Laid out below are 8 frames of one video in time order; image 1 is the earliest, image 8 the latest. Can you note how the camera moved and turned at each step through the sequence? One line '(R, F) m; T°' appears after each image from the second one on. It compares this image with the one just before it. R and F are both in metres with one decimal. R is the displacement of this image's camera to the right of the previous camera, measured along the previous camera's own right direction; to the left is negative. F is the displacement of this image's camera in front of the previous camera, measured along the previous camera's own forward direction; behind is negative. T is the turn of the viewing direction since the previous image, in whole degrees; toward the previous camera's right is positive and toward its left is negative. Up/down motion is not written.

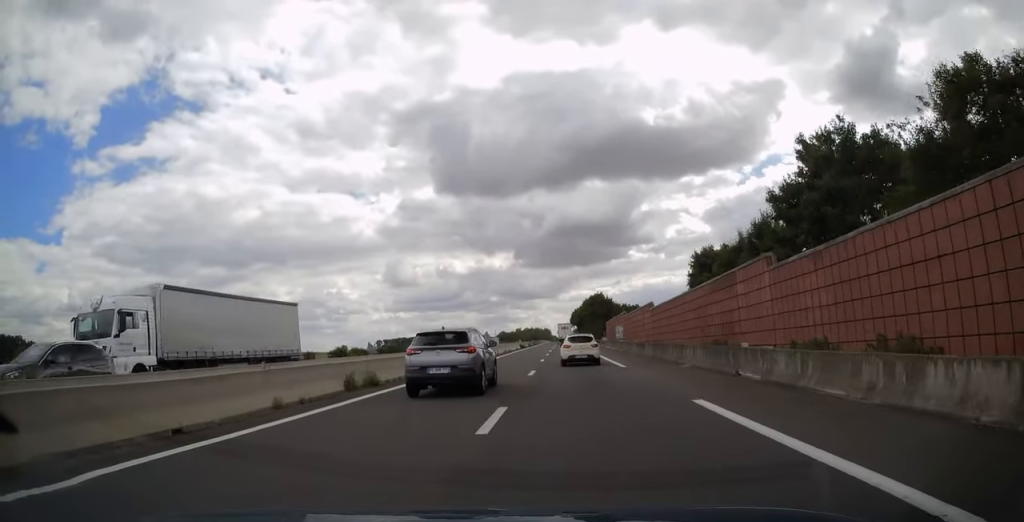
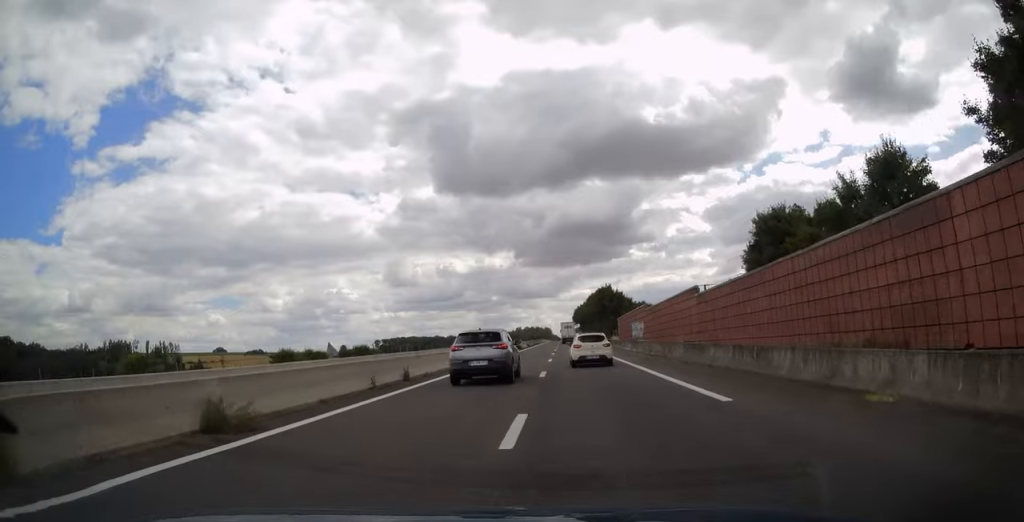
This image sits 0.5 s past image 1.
(-0.1, +14.0) m; 0°
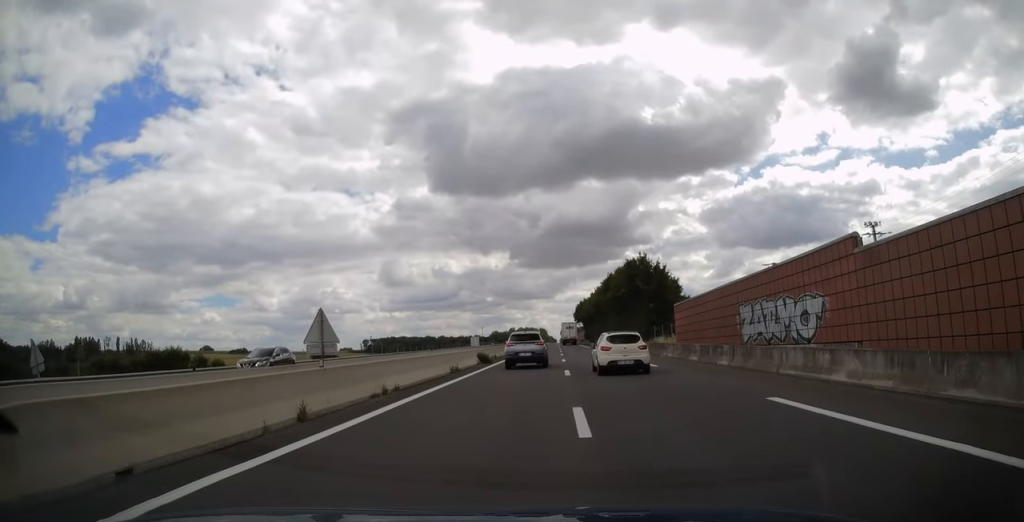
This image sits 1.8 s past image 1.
(-0.1, +37.4) m; 0°
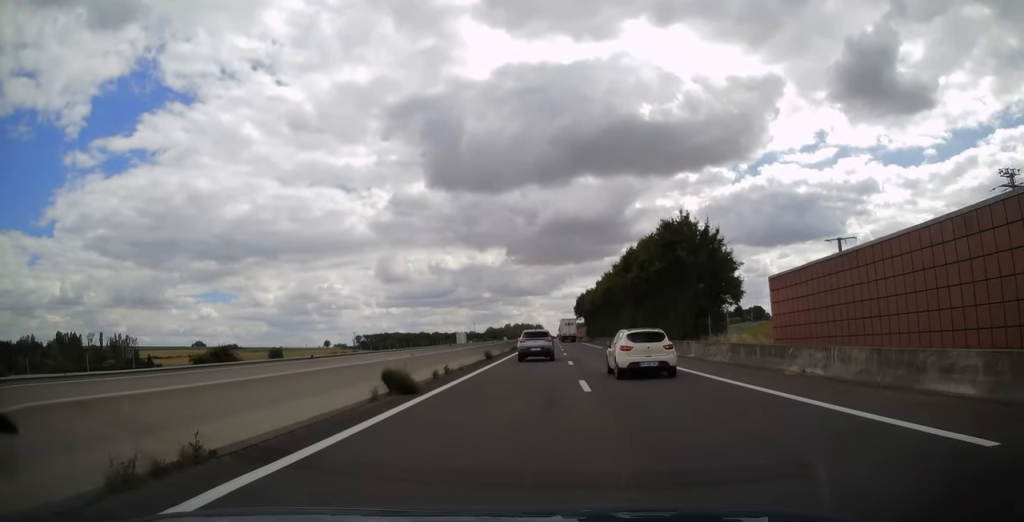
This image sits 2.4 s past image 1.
(0.0, +19.7) m; 0°
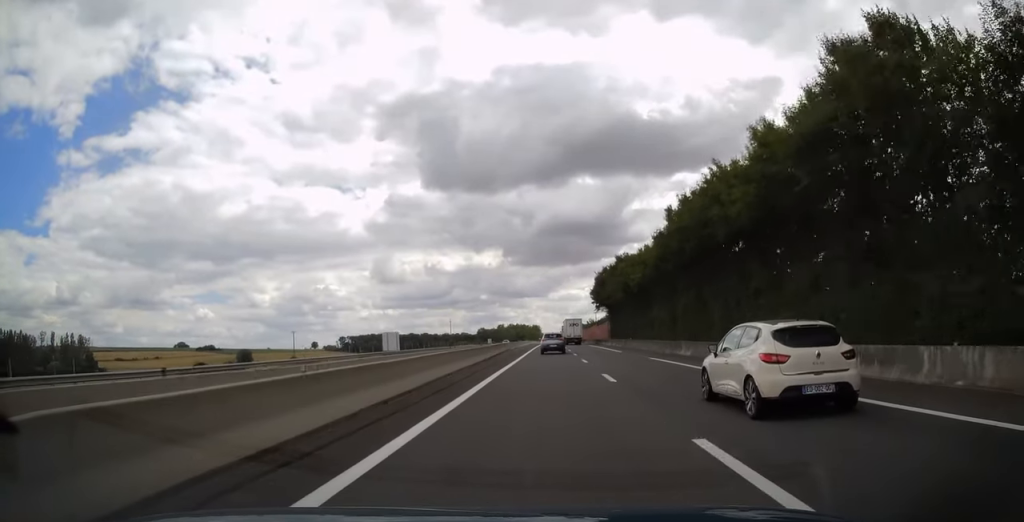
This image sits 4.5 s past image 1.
(+0.5, +61.7) m; +1°
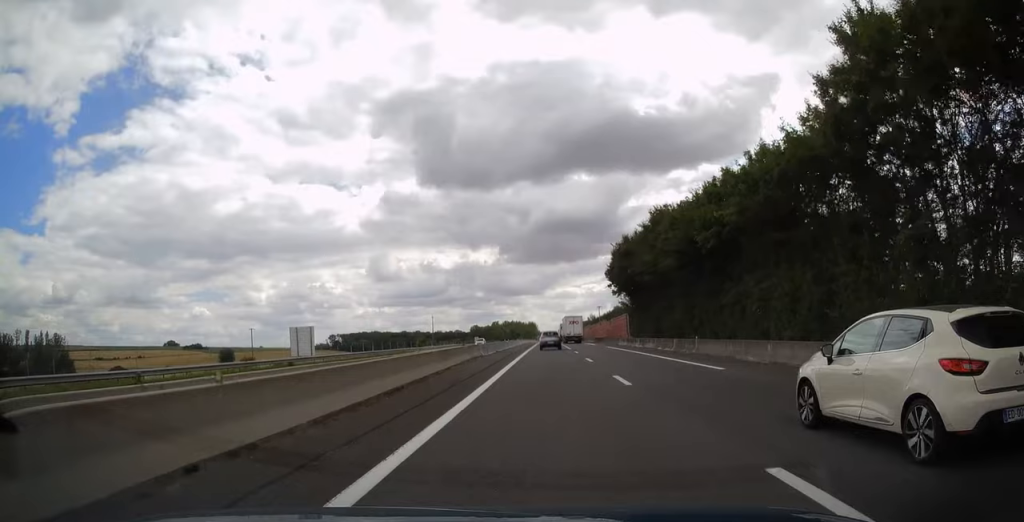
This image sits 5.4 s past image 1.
(0.0, +27.6) m; 0°
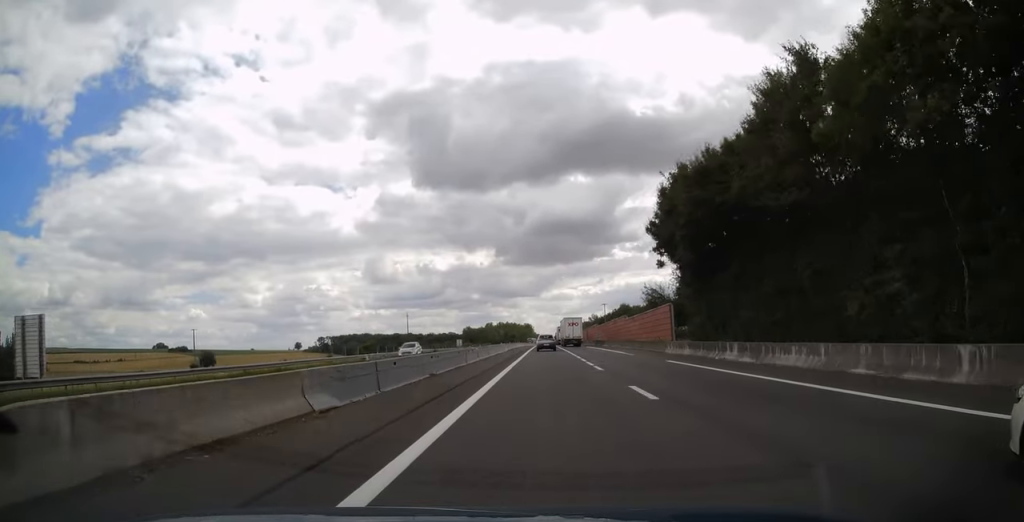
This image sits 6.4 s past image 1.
(0.0, +29.1) m; 0°
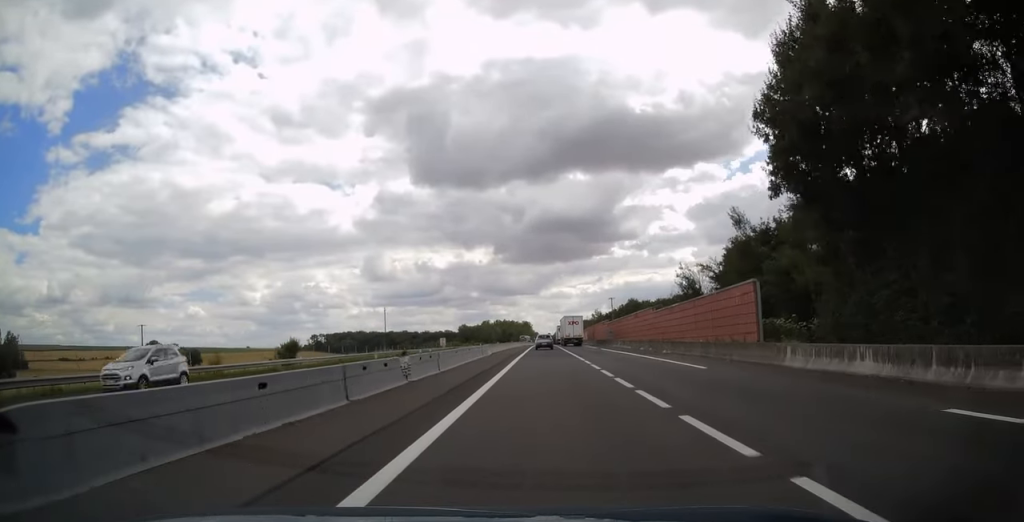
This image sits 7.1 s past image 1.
(0.0, +20.7) m; 0°
